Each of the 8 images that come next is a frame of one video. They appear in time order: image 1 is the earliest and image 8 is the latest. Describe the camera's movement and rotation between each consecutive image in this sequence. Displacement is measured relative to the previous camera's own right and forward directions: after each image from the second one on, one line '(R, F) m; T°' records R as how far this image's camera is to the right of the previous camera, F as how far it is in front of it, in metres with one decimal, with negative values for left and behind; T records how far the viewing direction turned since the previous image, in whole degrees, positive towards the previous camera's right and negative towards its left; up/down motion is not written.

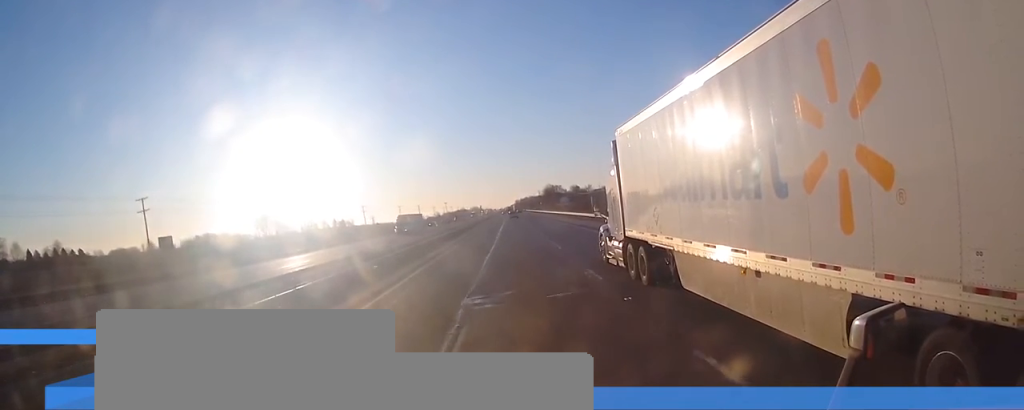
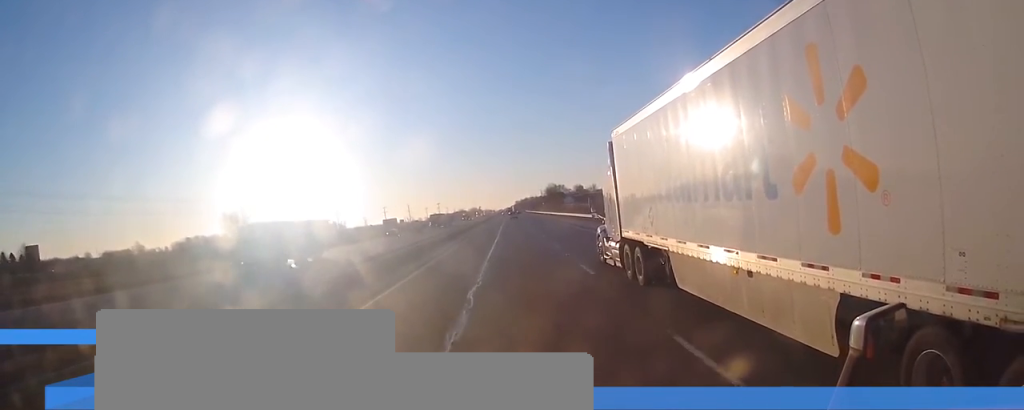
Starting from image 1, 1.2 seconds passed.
(-0.3, +34.7) m; 0°
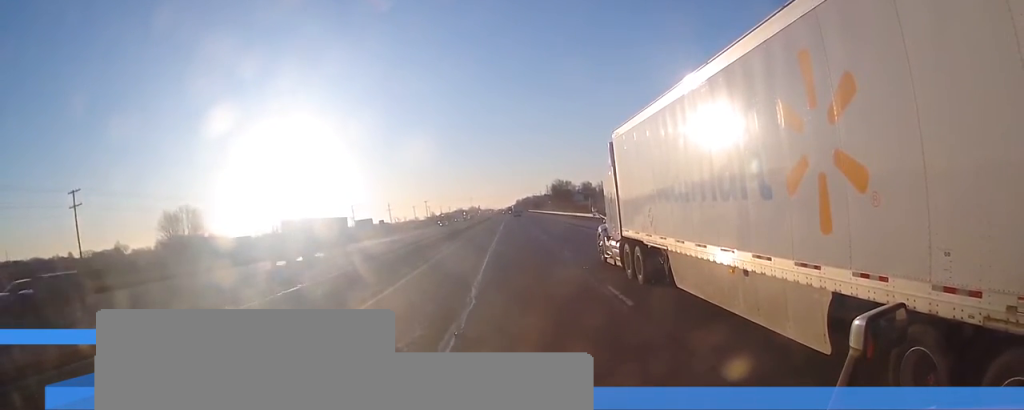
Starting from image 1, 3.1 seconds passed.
(0.0, +54.6) m; -1°
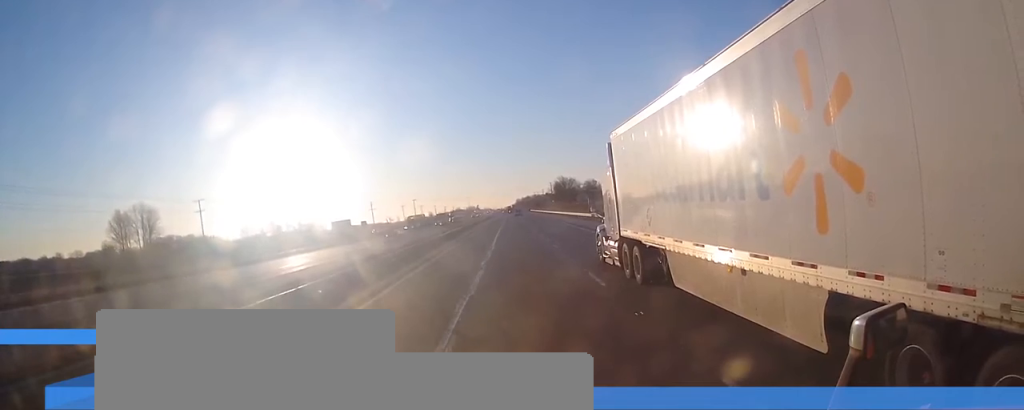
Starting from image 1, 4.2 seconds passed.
(0.0, +32.8) m; +1°
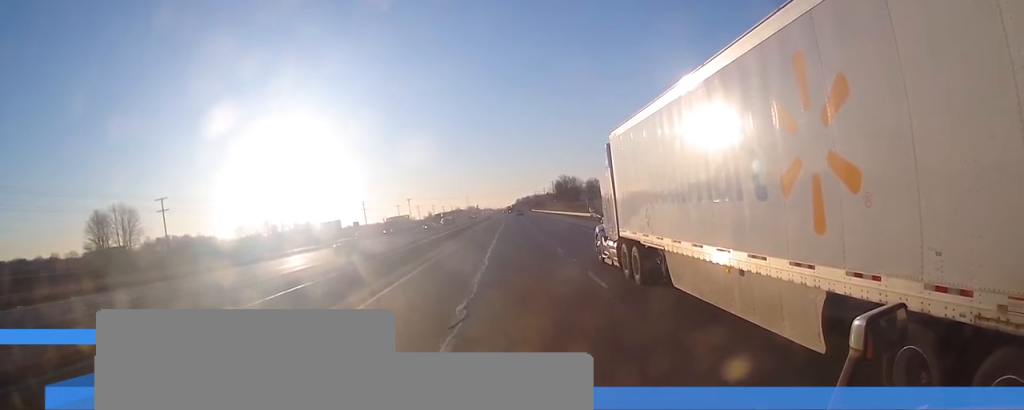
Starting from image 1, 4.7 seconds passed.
(+0.1, +12.5) m; 0°
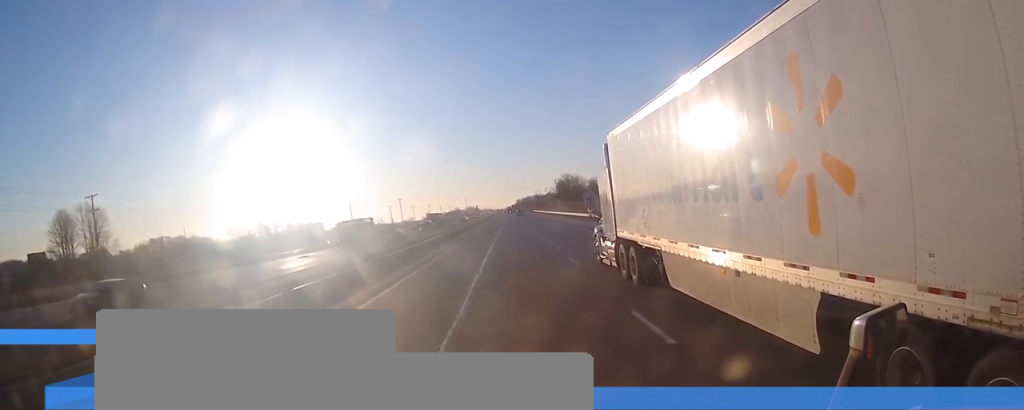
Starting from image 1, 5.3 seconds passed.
(+0.1, +18.3) m; 0°
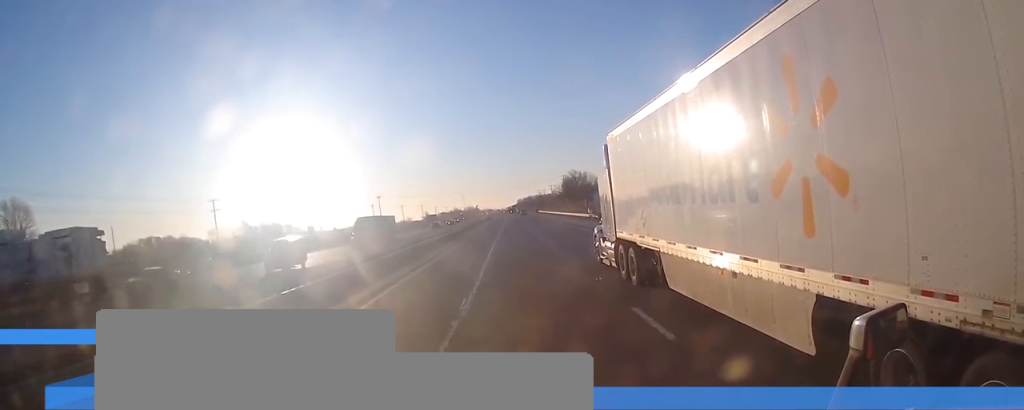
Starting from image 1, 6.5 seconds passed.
(-0.4, +35.2) m; -1°
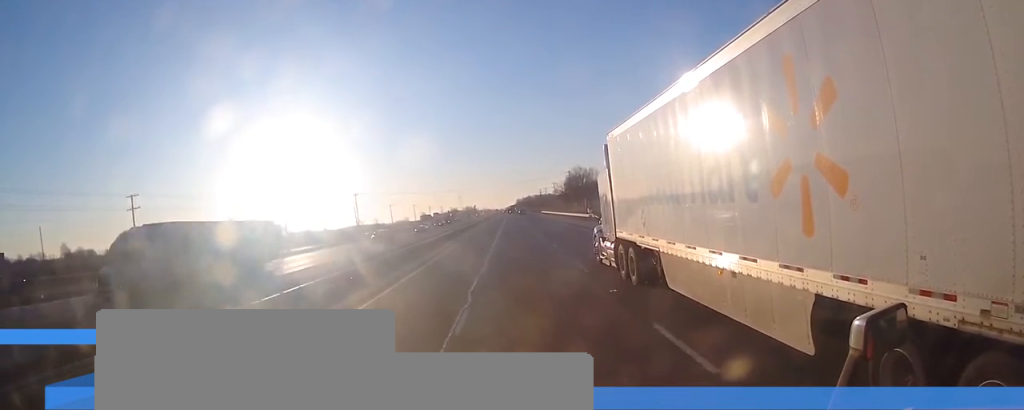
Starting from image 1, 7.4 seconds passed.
(+0.1, +26.4) m; +1°
